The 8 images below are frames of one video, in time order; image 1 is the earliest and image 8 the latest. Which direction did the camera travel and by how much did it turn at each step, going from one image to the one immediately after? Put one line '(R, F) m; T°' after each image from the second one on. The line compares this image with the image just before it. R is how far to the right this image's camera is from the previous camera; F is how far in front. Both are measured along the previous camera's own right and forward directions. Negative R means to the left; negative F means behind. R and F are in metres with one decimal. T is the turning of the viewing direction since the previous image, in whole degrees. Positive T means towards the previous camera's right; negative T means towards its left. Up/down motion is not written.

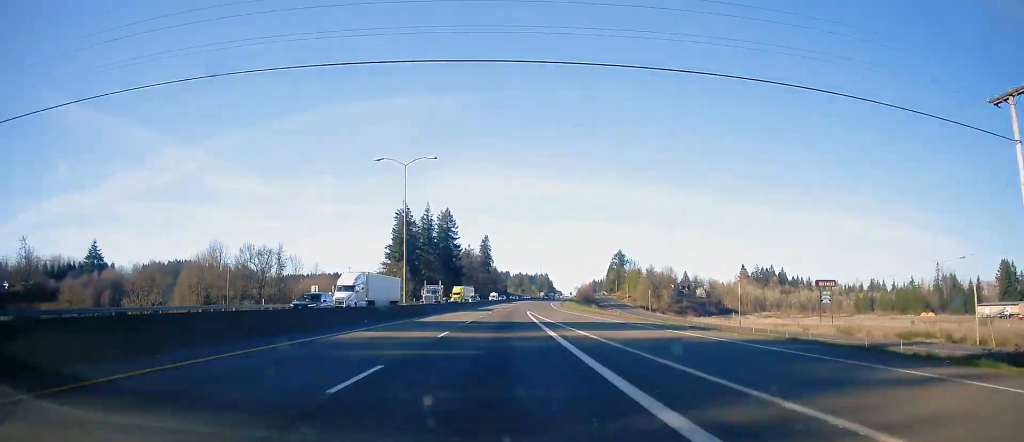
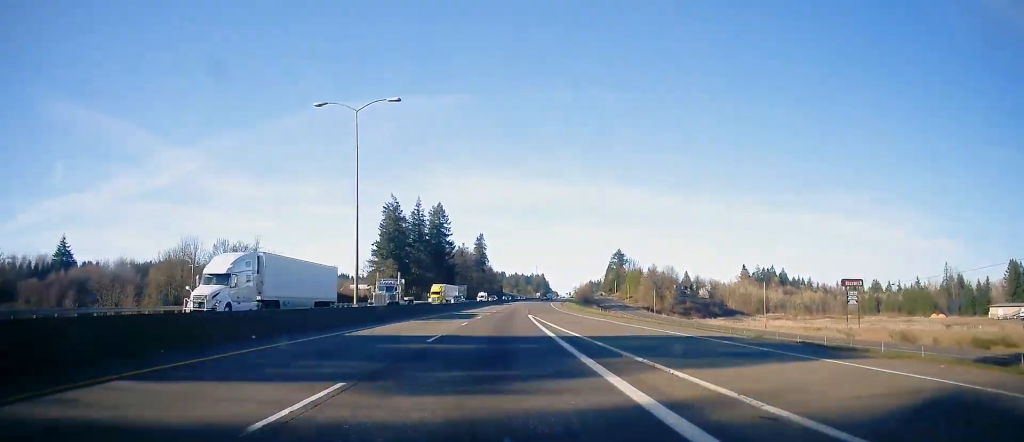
(0.0, +14.4) m; +1°
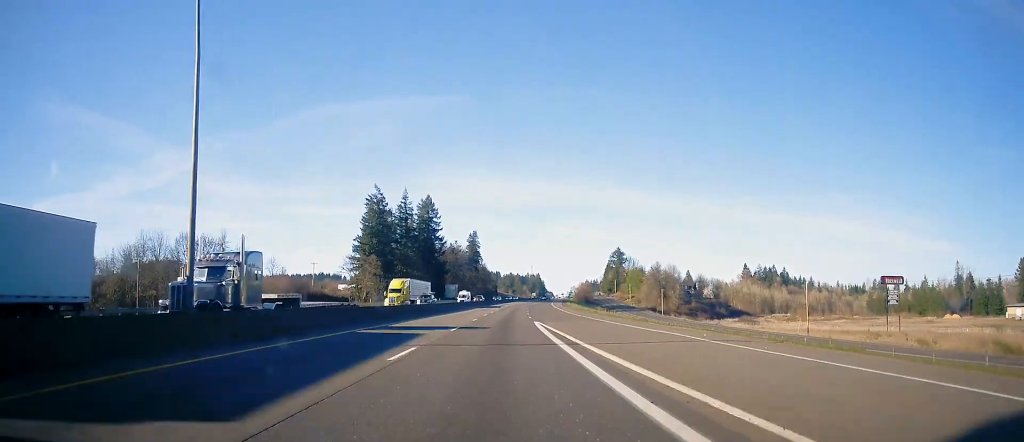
(+0.1, +17.8) m; +1°
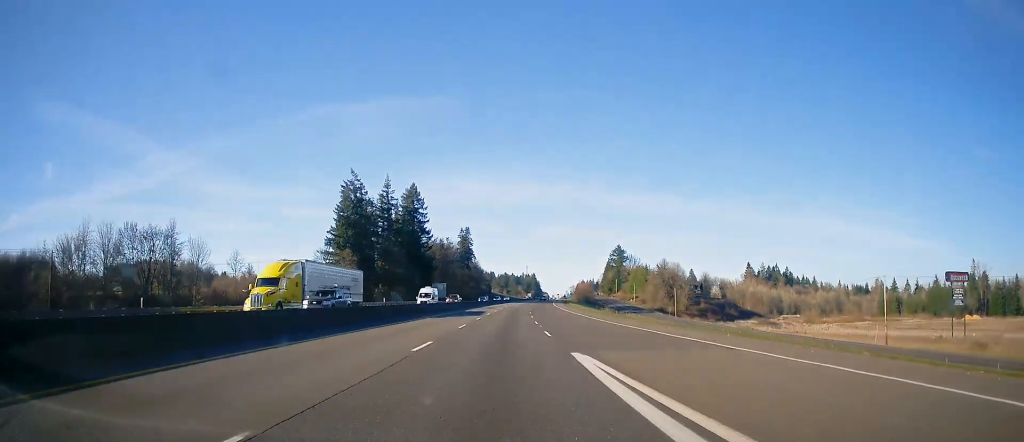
(+0.1, +22.2) m; +1°
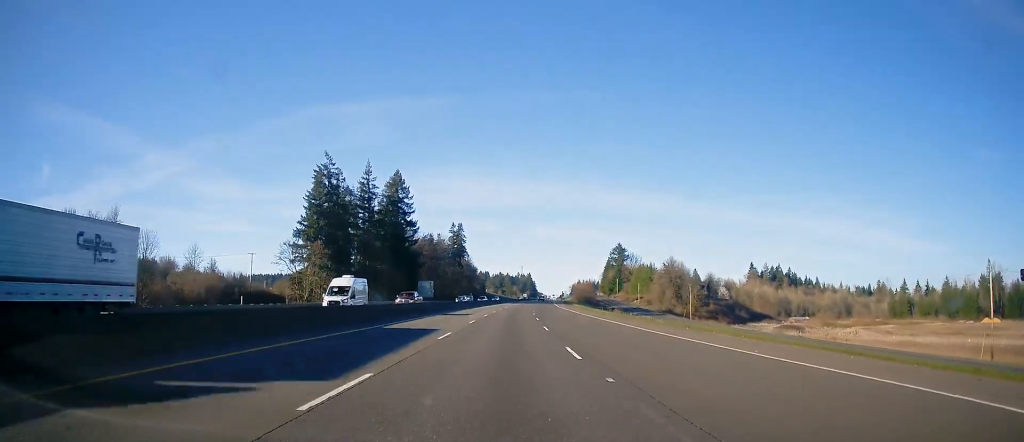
(+0.2, +19.9) m; +1°
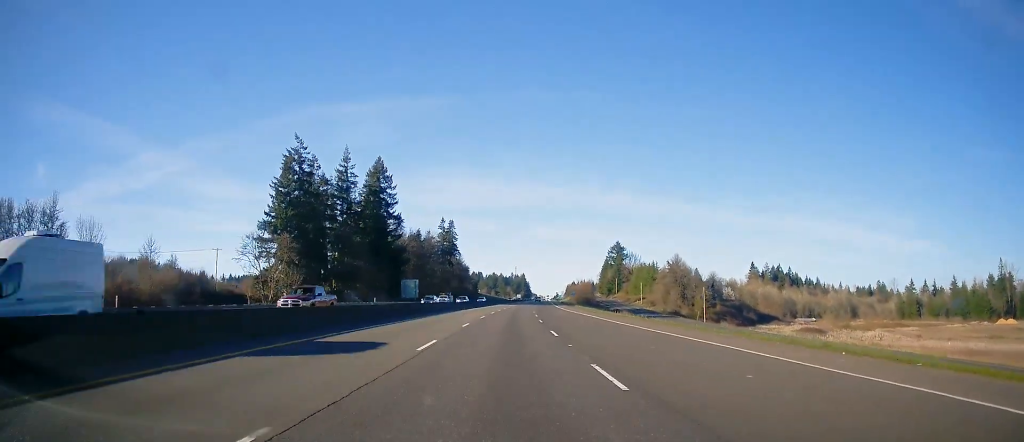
(+0.1, +17.7) m; +1°
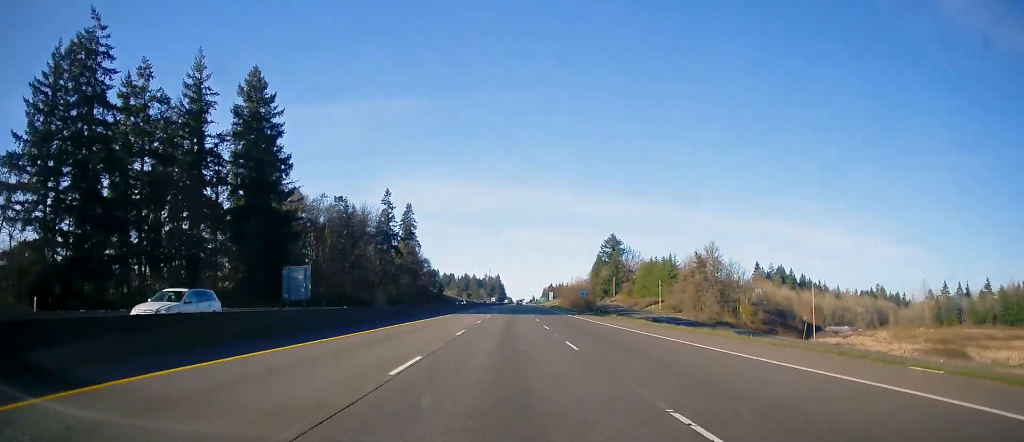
(+0.7, +64.9) m; +1°
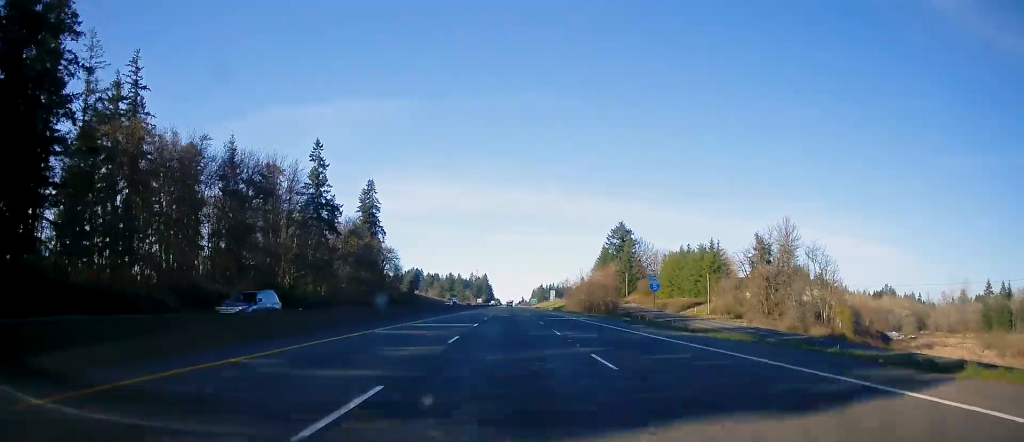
(+1.0, +53.3) m; +2°
